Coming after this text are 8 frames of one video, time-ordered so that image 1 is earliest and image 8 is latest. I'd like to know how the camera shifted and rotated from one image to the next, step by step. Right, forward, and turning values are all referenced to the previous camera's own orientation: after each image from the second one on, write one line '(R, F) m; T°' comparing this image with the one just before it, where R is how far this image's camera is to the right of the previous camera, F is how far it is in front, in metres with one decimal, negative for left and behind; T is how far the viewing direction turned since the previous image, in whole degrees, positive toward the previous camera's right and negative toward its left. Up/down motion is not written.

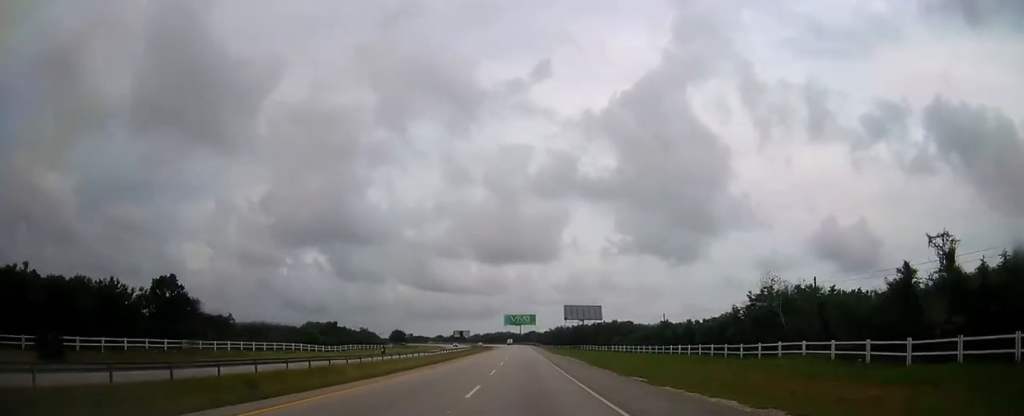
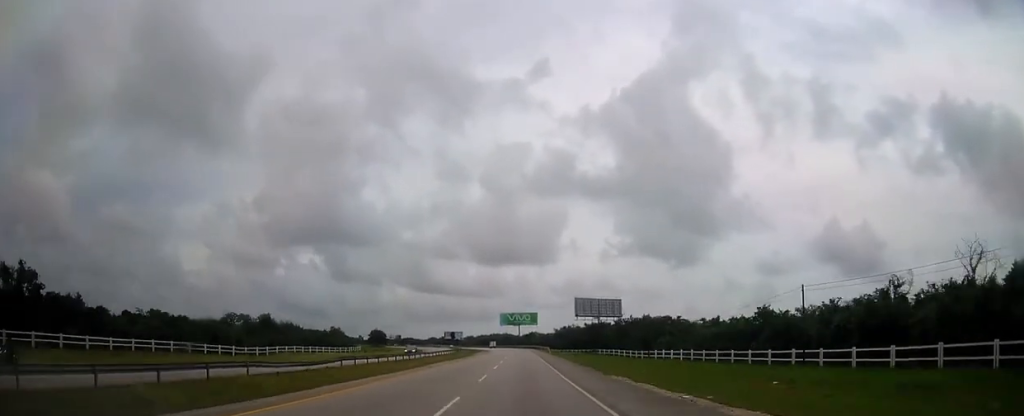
(+0.2, +52.0) m; 0°
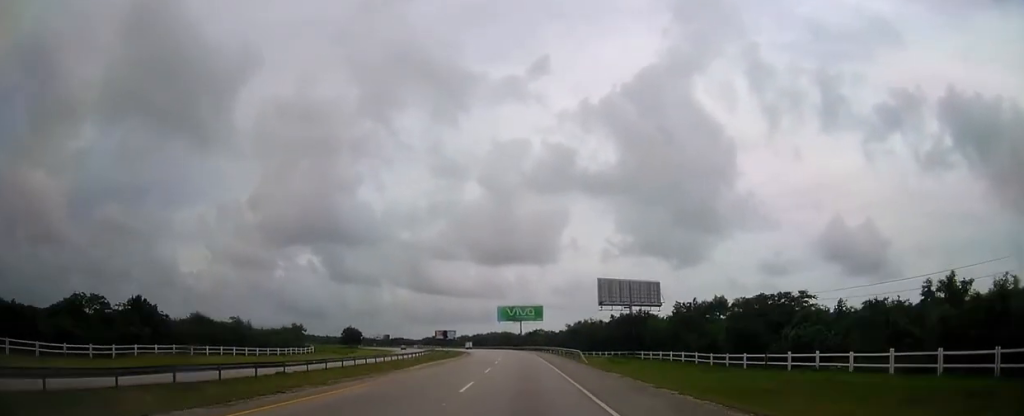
(-0.2, +55.0) m; -1°
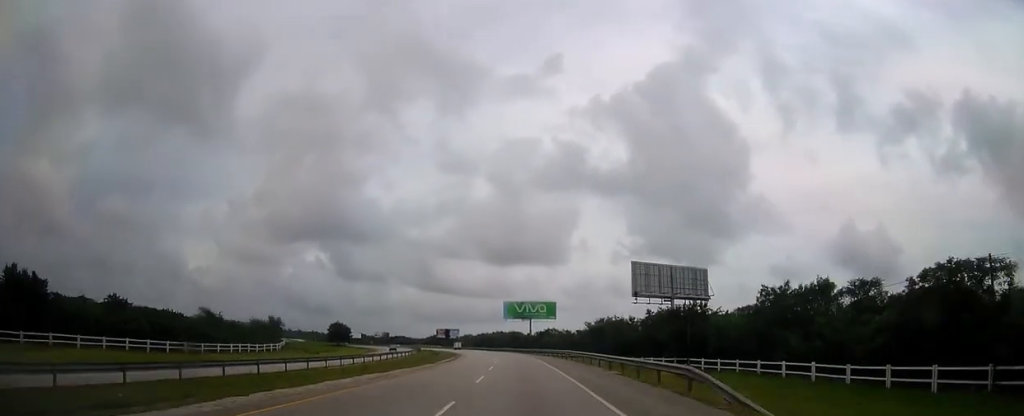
(-0.2, +31.0) m; -1°
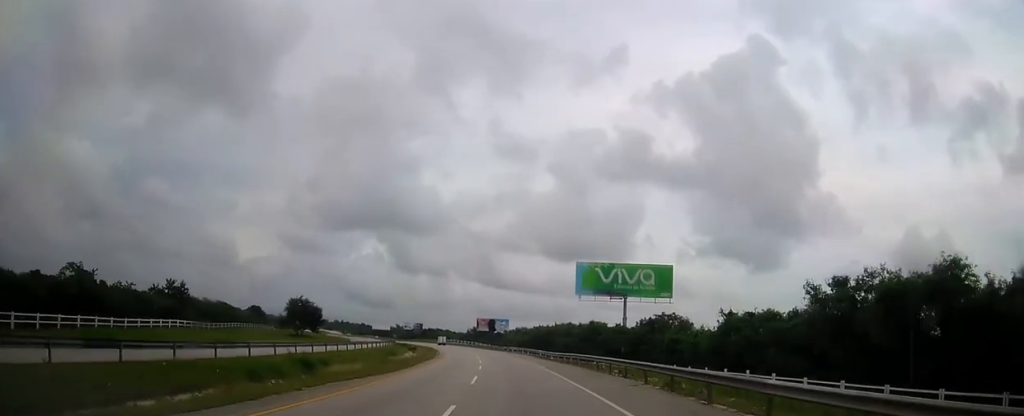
(-3.7, +97.7) m; -6°
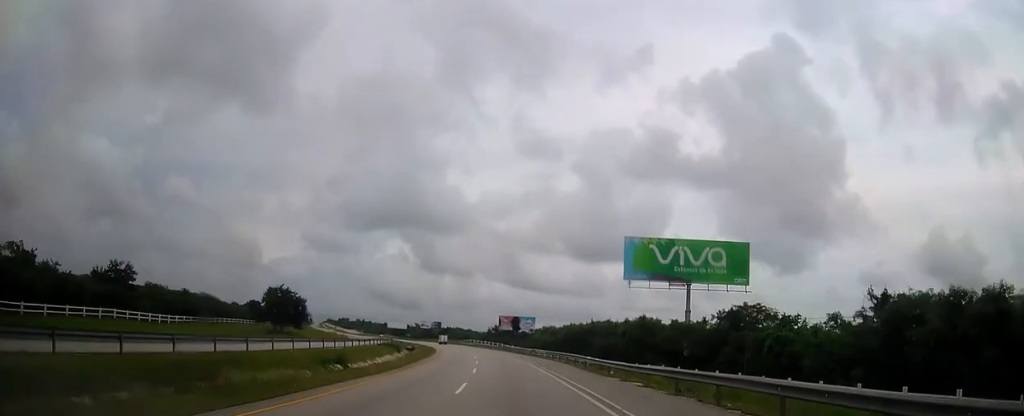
(-0.6, +28.1) m; -3°
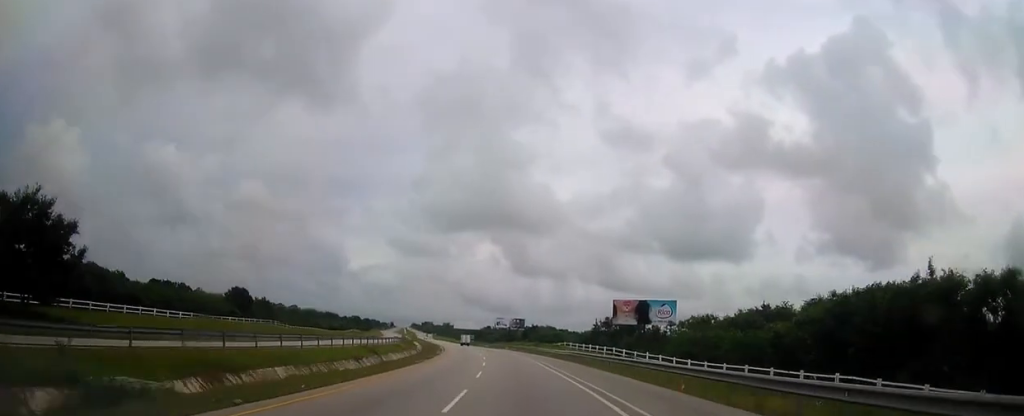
(-7.1, +89.0) m; -9°
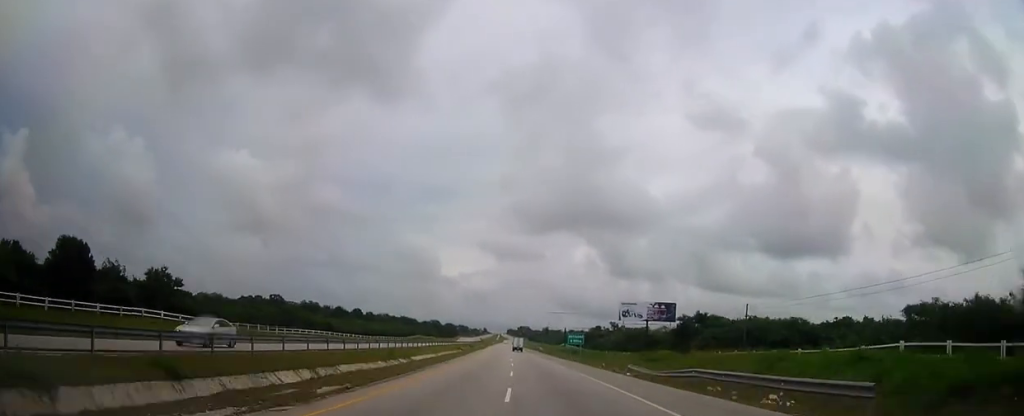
(-9.2, +104.1) m; -9°
